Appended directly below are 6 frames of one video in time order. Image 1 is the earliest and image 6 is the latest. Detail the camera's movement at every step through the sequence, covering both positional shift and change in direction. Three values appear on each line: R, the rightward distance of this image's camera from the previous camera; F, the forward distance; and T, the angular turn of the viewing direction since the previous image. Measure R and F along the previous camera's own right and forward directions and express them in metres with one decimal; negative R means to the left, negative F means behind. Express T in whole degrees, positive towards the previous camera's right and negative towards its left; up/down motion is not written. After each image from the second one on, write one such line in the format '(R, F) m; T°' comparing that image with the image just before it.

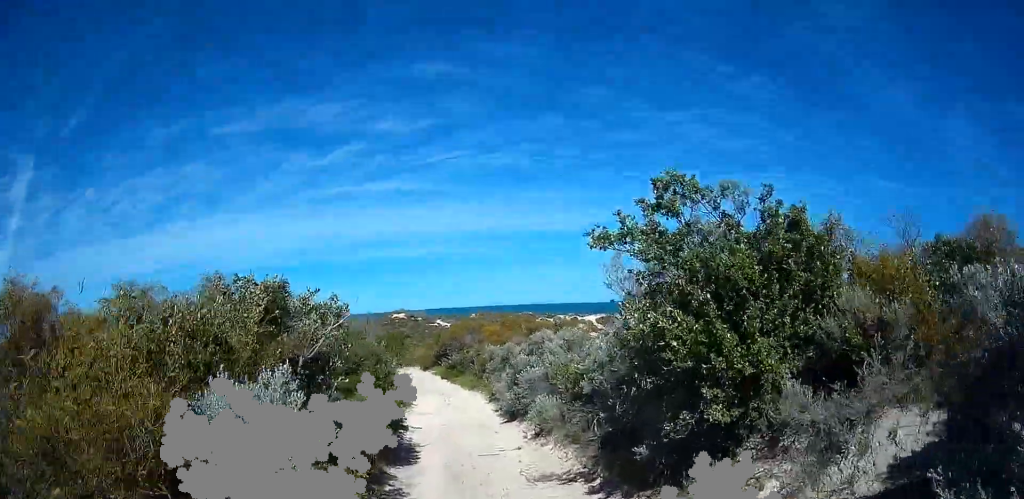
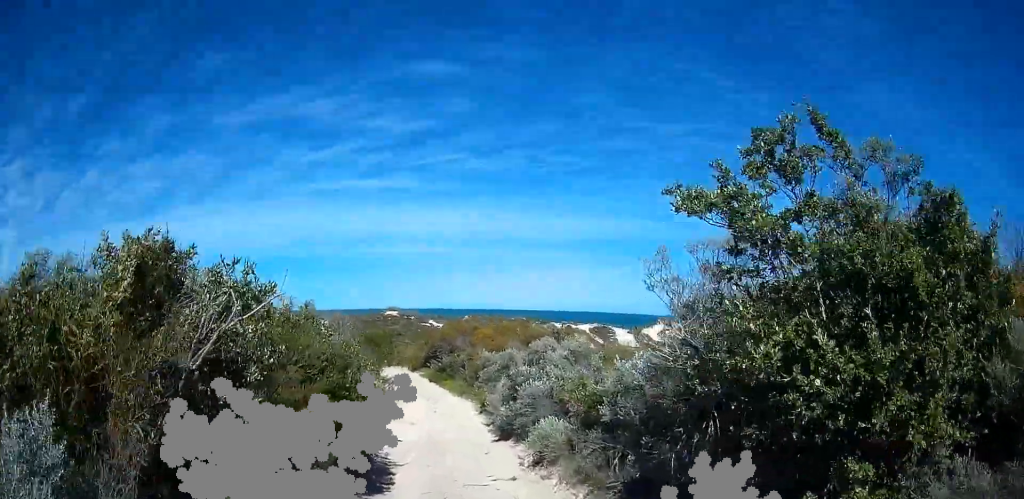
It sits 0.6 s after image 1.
(0.0, +1.8) m; -1°
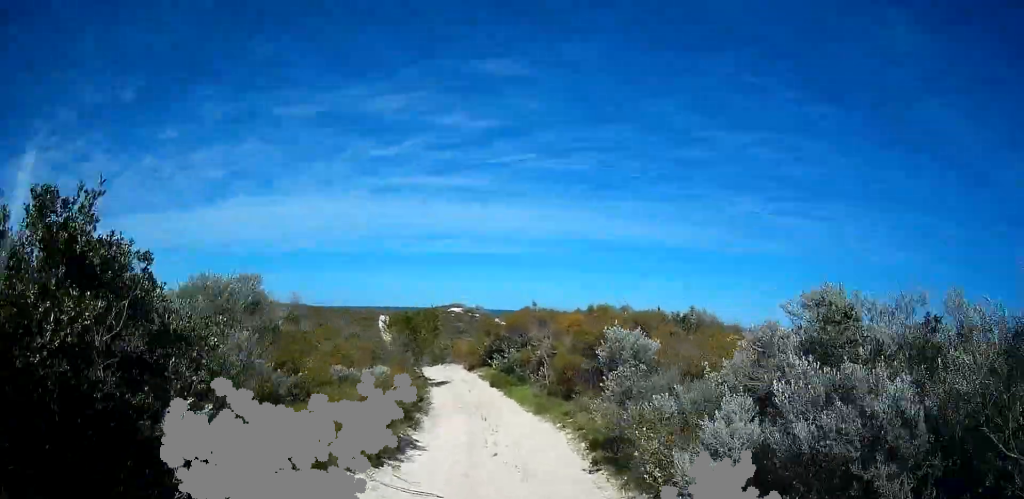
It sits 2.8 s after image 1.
(+0.9, +9.7) m; +8°
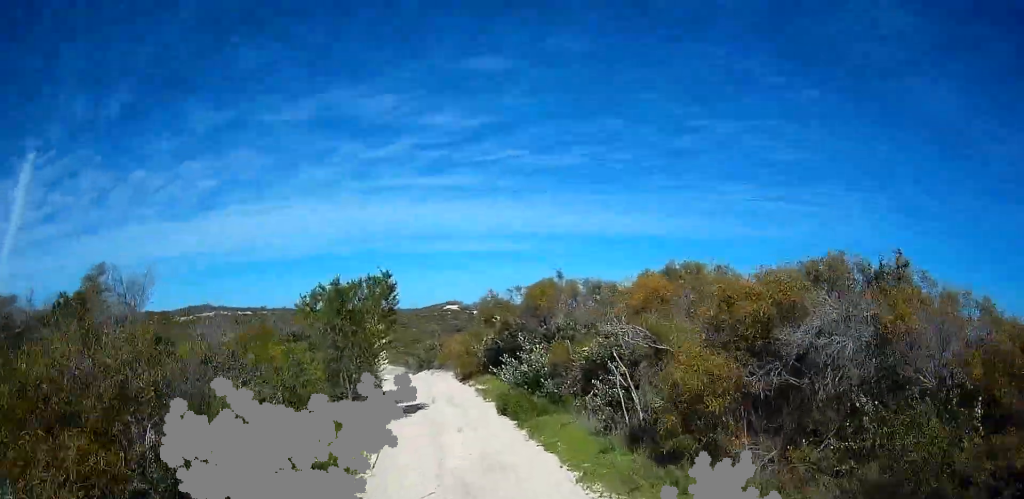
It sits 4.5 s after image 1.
(-0.9, +9.1) m; -8°
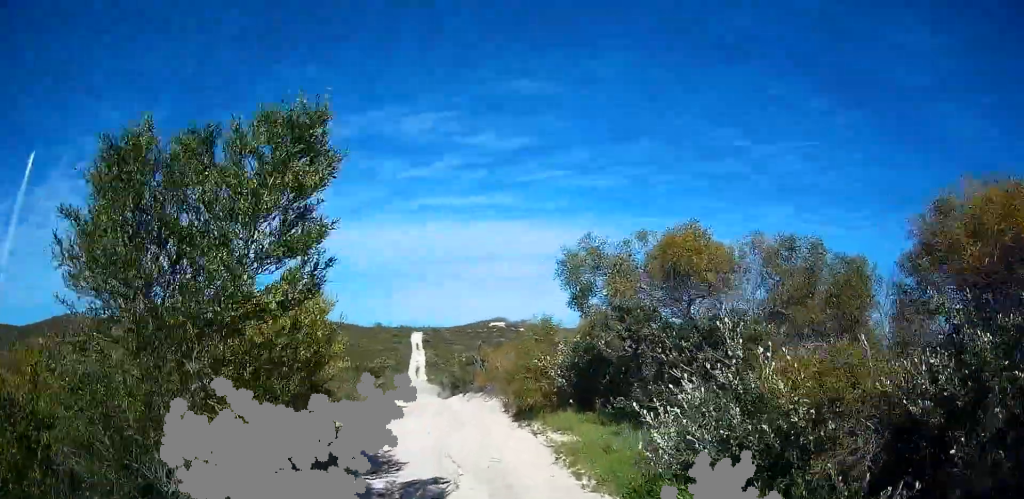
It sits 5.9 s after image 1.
(-0.1, +8.2) m; 0°
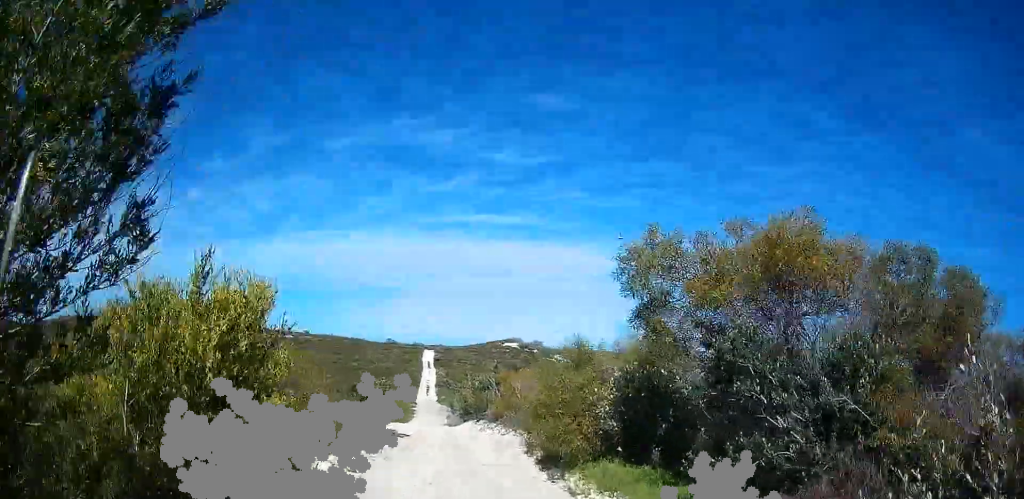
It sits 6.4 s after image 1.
(0.0, +2.2) m; +1°
